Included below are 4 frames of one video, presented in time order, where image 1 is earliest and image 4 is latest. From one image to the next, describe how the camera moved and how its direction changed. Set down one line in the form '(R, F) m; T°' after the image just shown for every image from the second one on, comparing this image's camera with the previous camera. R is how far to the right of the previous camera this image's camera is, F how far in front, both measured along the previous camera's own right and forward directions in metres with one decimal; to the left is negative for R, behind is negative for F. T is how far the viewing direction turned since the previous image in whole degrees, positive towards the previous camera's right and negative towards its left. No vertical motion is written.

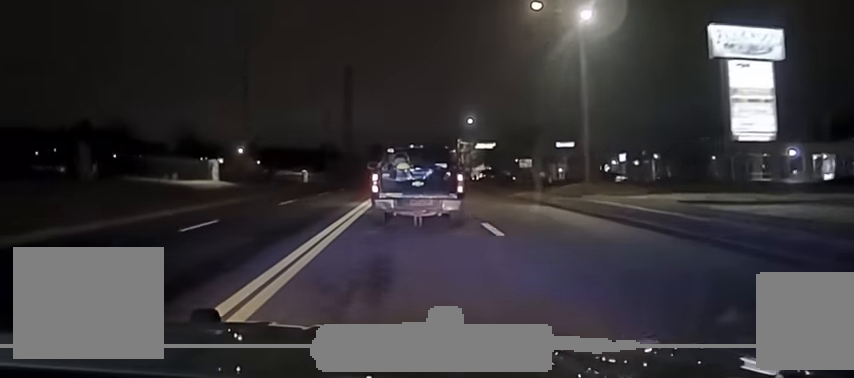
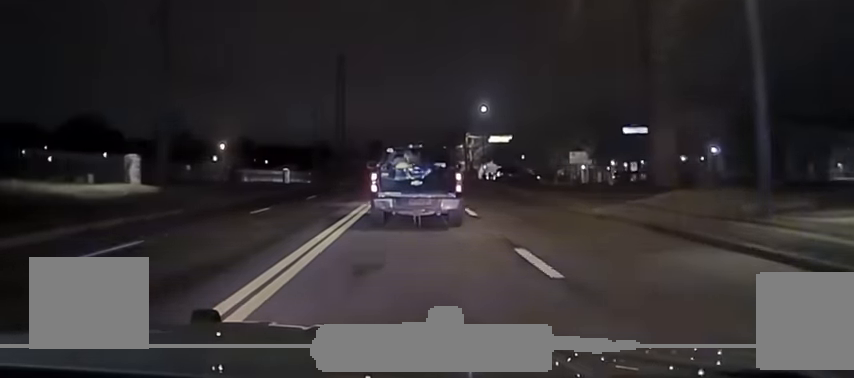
(-0.5, +17.9) m; -1°
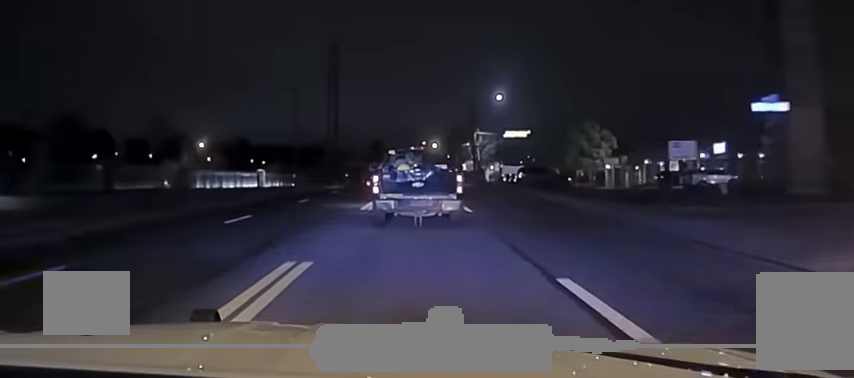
(+0.3, +15.3) m; +2°
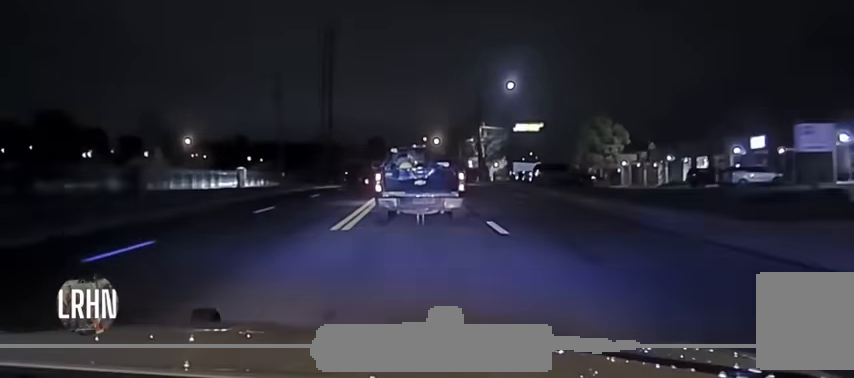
(+0.1, +8.2) m; 0°
